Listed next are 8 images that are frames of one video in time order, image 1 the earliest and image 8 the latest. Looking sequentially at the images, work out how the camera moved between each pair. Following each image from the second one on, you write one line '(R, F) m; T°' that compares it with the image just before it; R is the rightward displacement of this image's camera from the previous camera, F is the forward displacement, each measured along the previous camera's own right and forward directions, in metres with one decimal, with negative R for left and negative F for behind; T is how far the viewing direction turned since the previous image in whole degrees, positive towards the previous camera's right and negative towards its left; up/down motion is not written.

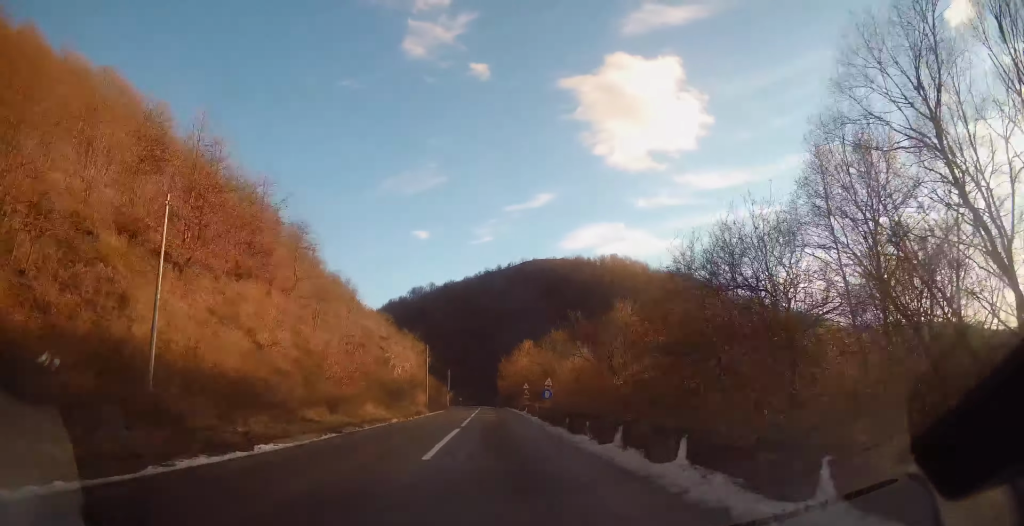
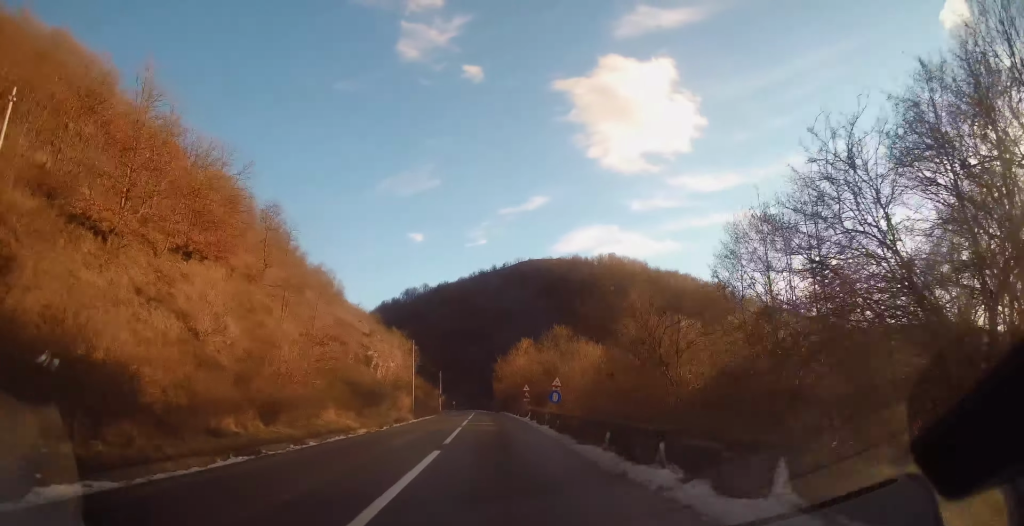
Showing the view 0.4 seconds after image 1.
(0.0, +7.2) m; +1°
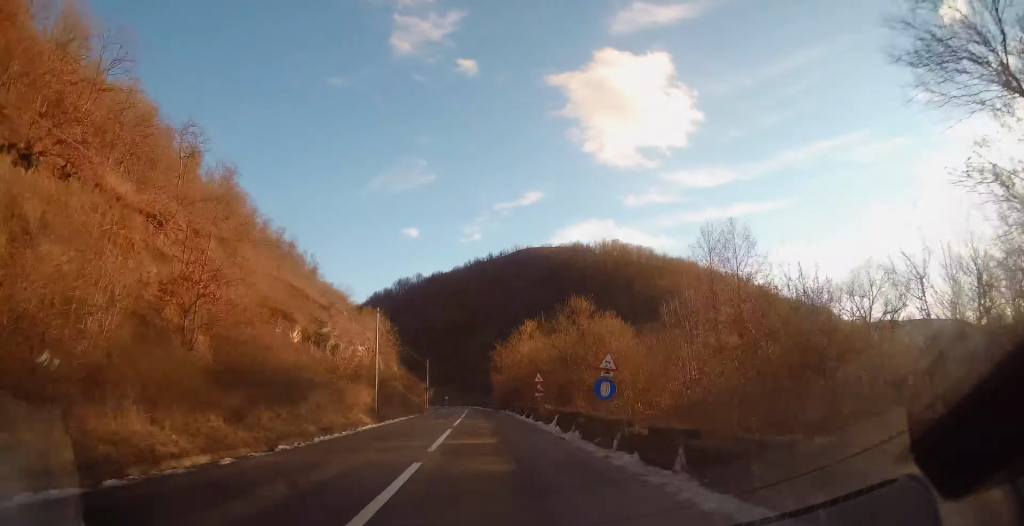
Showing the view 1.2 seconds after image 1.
(+0.4, +15.2) m; +1°
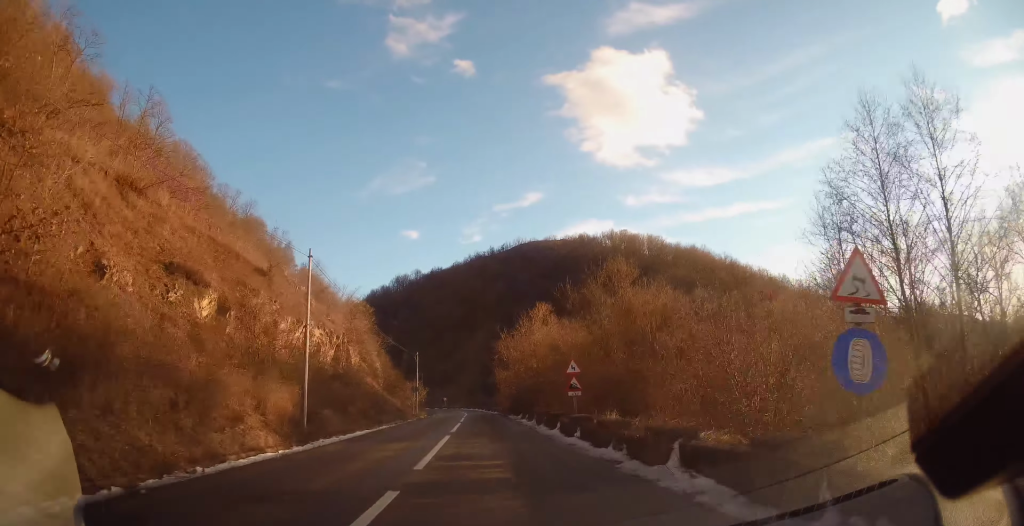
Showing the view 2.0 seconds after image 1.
(0.0, +14.0) m; -1°
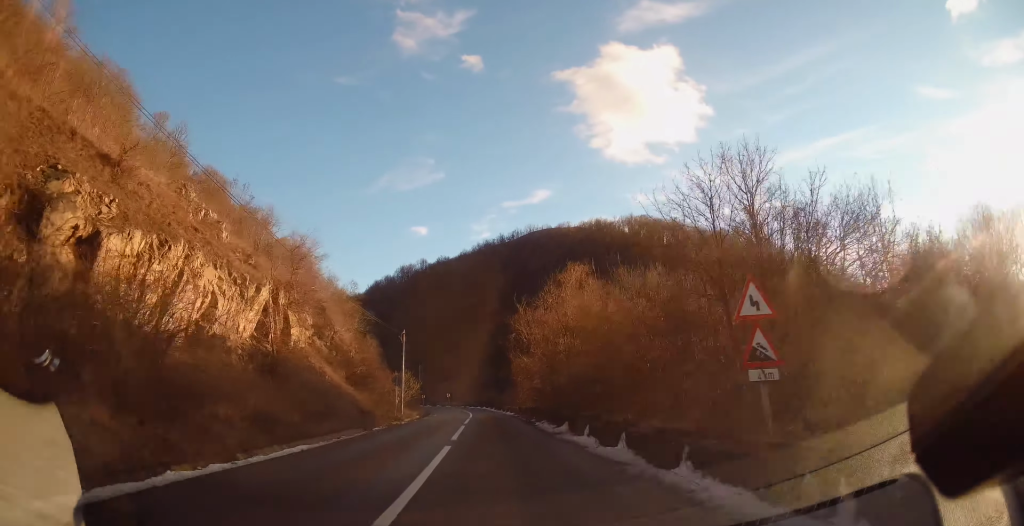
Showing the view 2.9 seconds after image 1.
(-0.3, +16.4) m; -1°
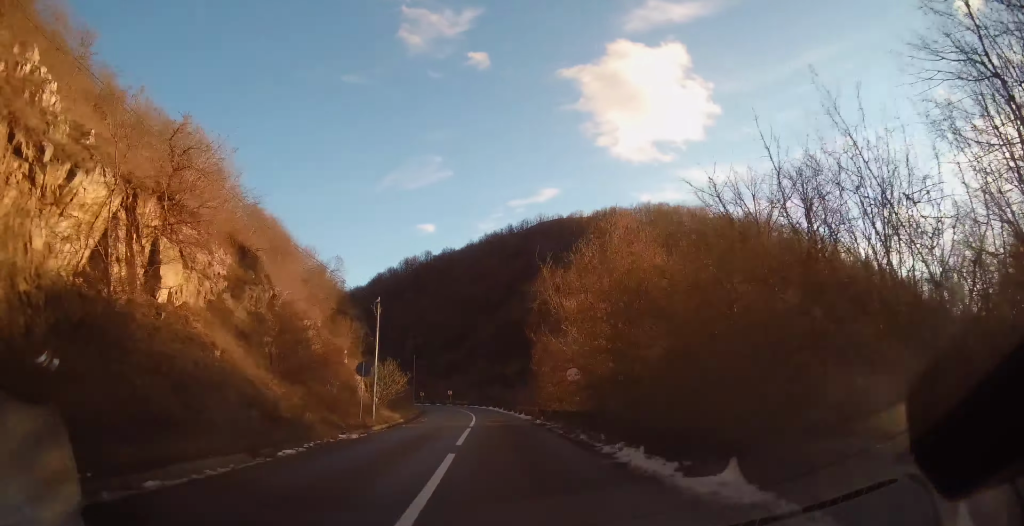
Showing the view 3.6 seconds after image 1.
(-0.1, +13.3) m; 0°
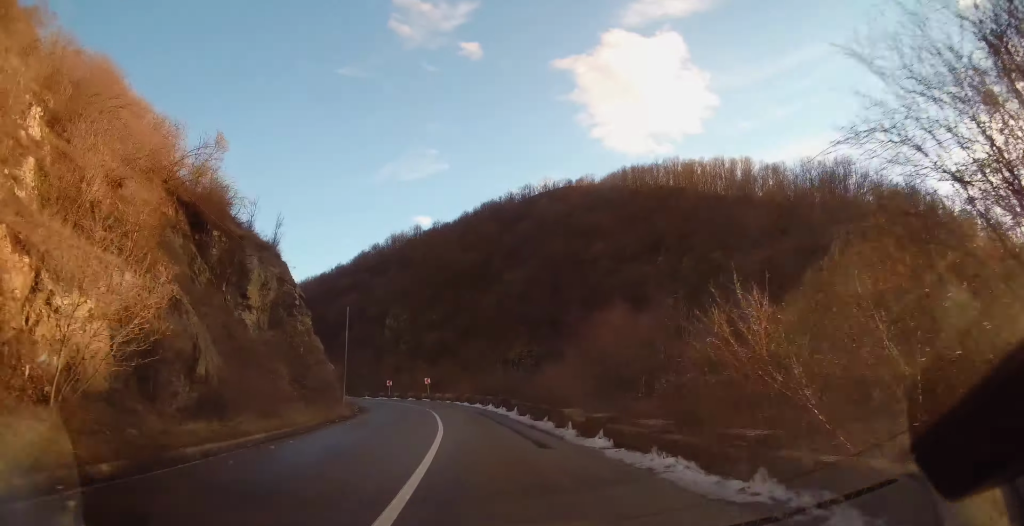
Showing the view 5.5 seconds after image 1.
(0.0, +33.5) m; -1°
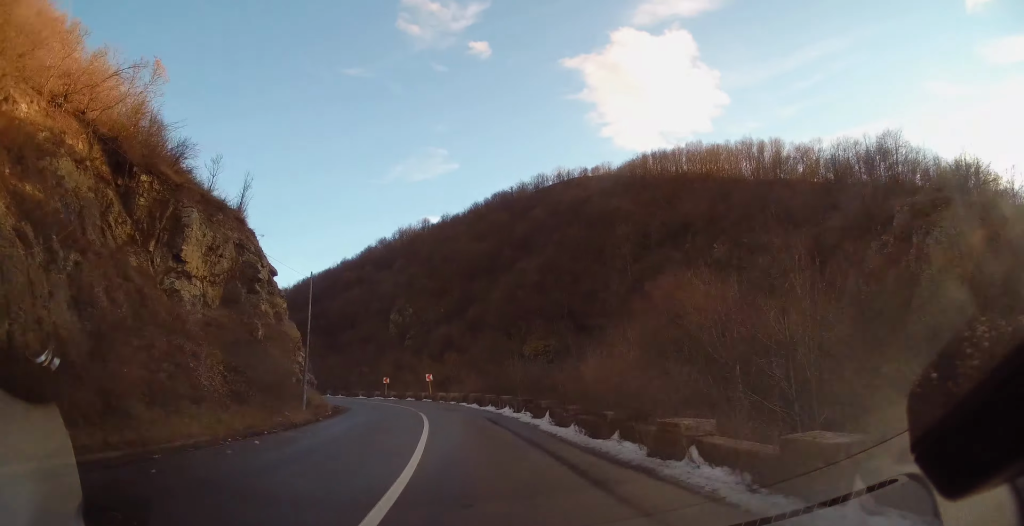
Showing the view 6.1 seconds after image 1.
(+0.2, +10.4) m; -2°
